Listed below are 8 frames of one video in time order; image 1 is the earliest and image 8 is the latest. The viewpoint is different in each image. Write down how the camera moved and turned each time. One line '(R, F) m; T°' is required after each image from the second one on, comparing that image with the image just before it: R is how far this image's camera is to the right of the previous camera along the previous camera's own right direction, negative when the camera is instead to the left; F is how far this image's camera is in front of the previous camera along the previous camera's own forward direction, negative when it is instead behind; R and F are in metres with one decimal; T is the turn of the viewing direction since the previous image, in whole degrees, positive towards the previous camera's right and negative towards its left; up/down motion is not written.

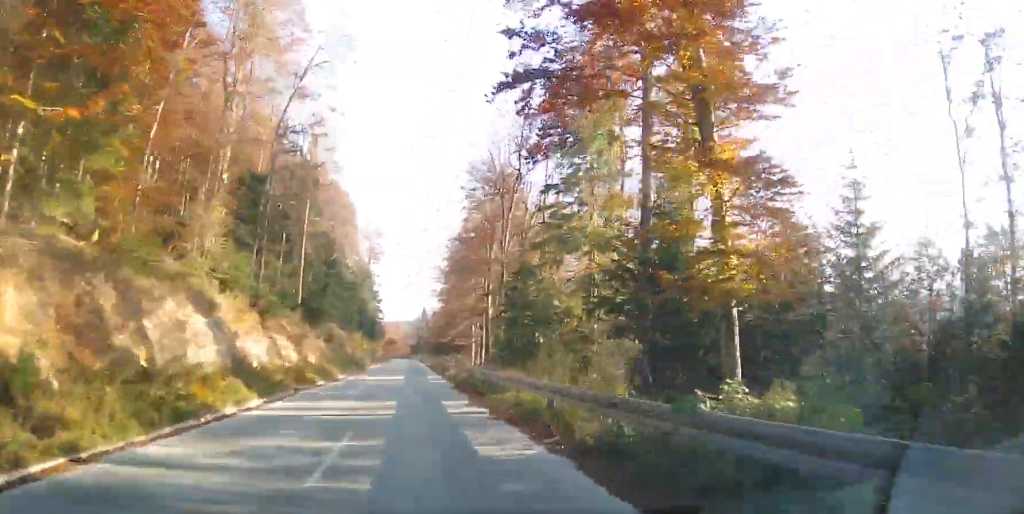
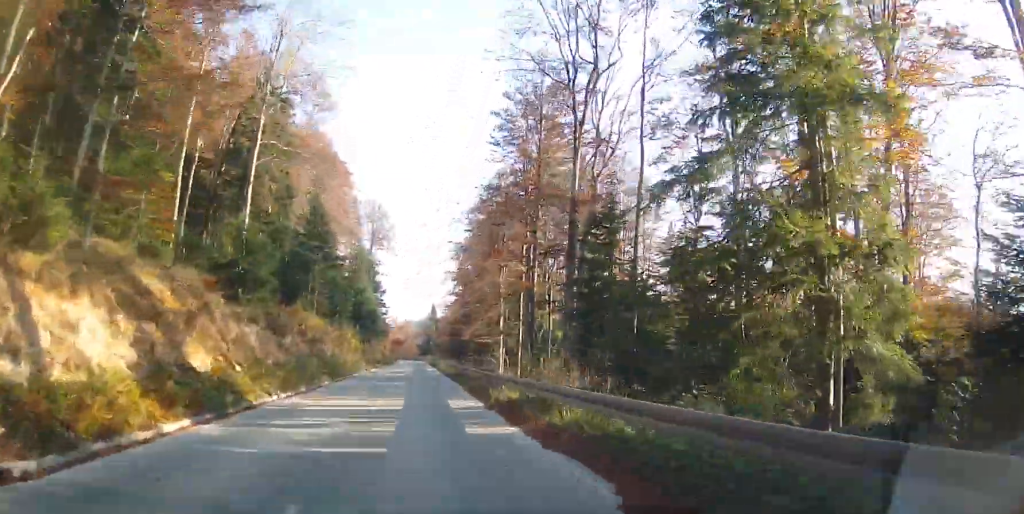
(-0.4, +20.8) m; -1°
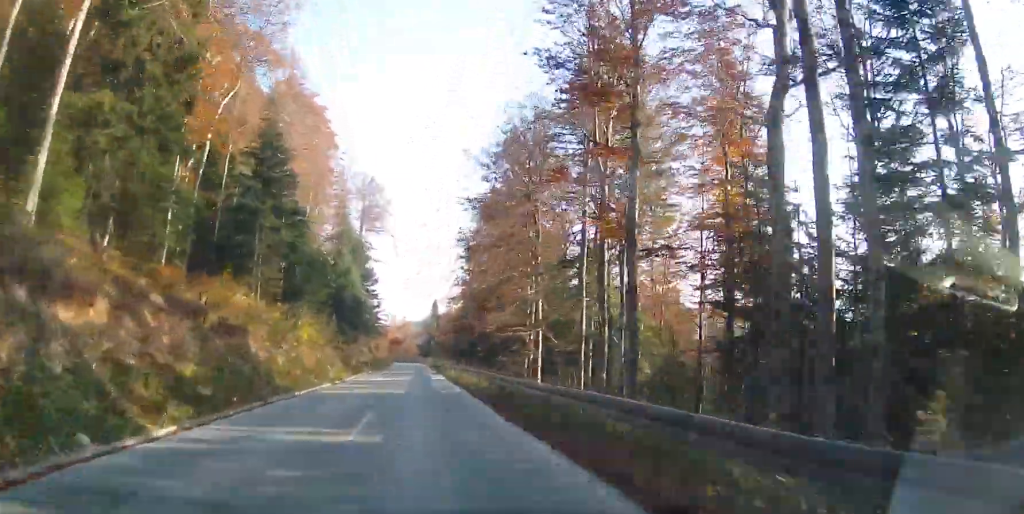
(-0.1, +20.4) m; 0°
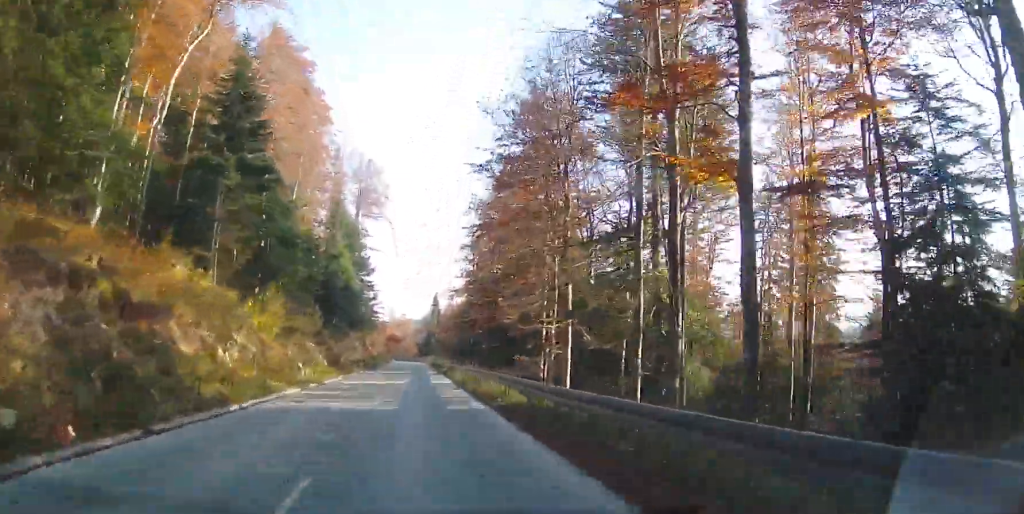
(-0.1, +8.4) m; 0°
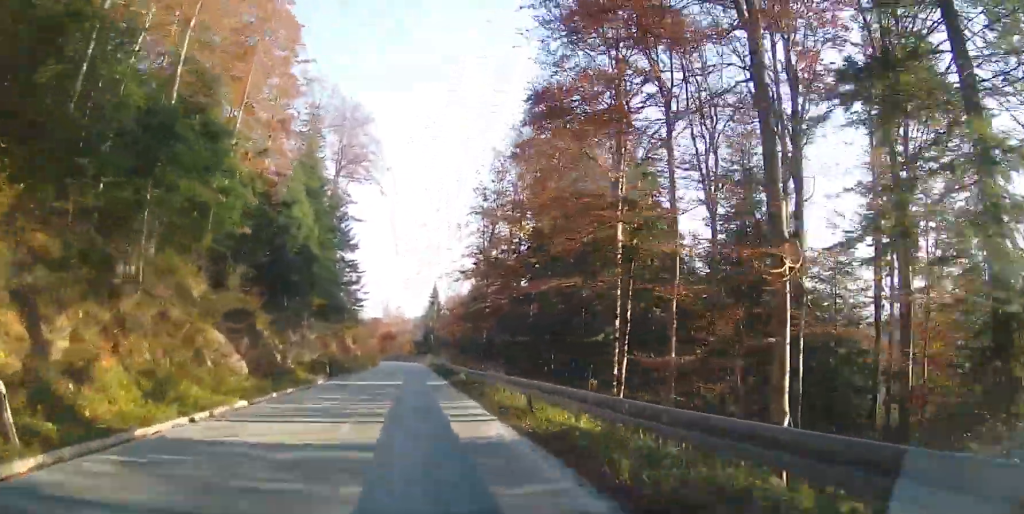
(+0.3, +20.9) m; 0°
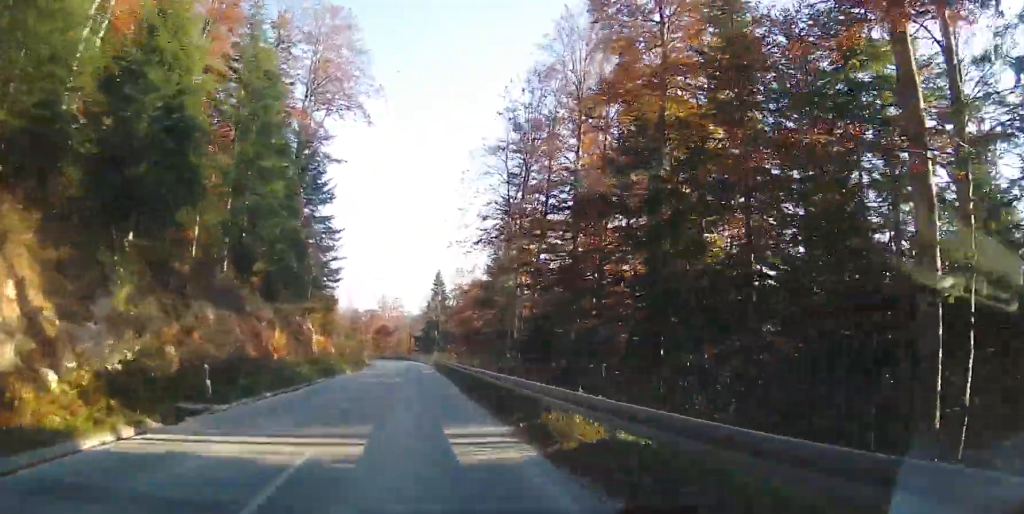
(-0.5, +22.4) m; 0°
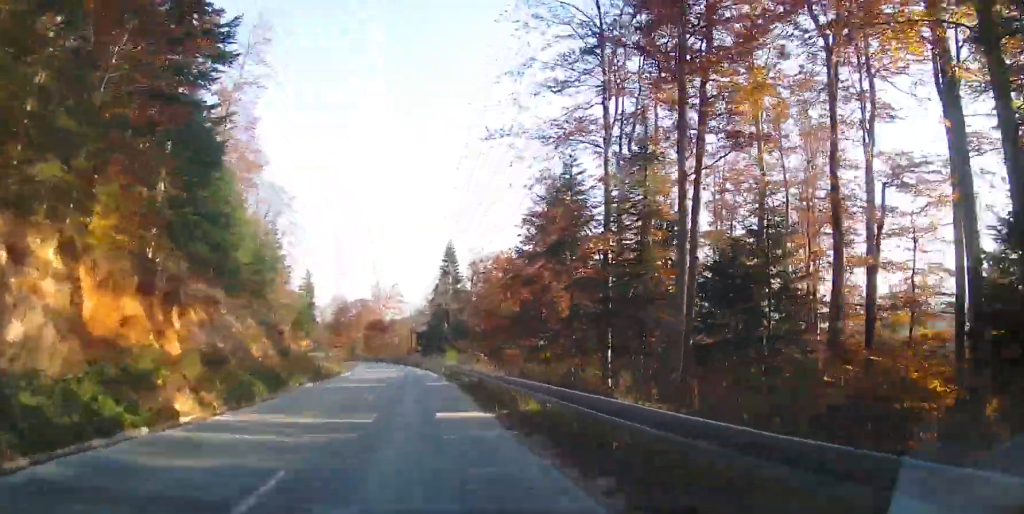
(+0.2, +32.7) m; 0°
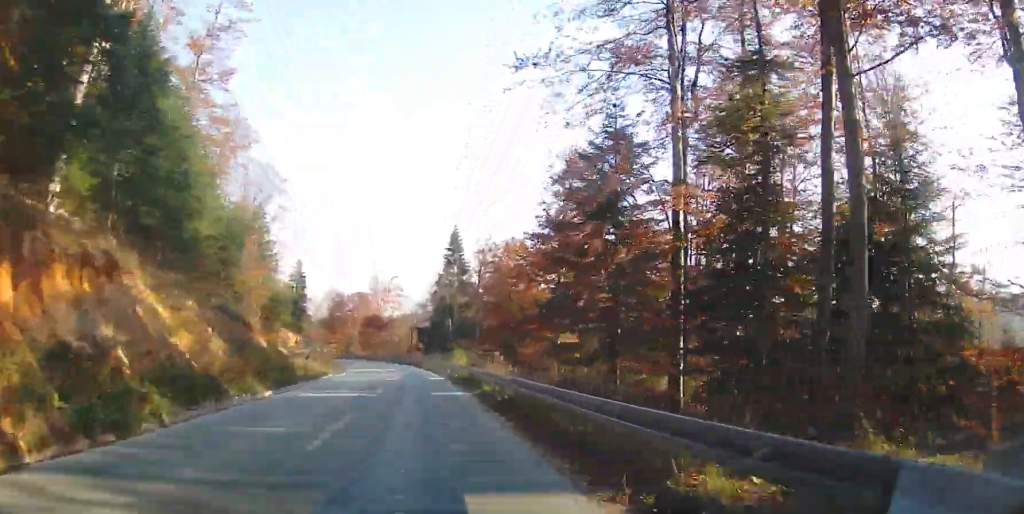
(-0.3, +8.7) m; 0°
